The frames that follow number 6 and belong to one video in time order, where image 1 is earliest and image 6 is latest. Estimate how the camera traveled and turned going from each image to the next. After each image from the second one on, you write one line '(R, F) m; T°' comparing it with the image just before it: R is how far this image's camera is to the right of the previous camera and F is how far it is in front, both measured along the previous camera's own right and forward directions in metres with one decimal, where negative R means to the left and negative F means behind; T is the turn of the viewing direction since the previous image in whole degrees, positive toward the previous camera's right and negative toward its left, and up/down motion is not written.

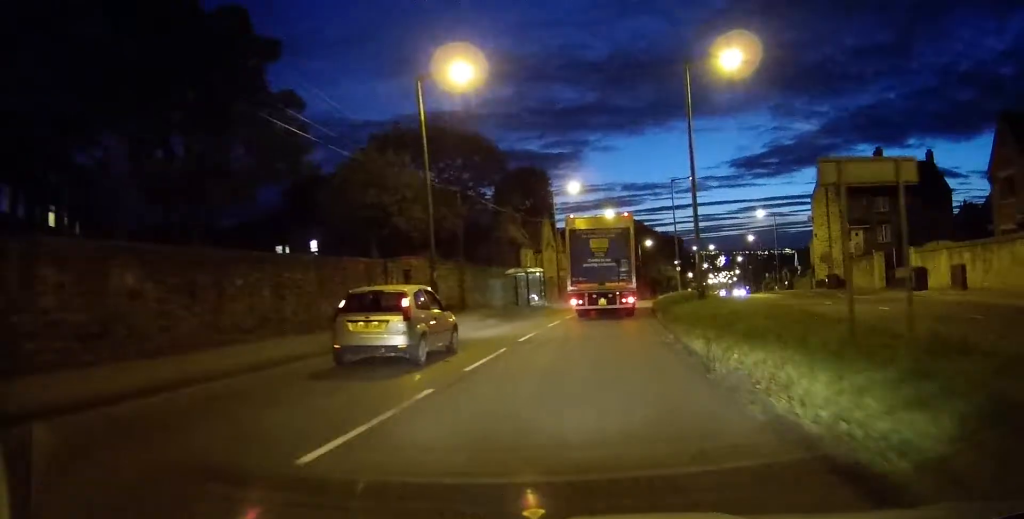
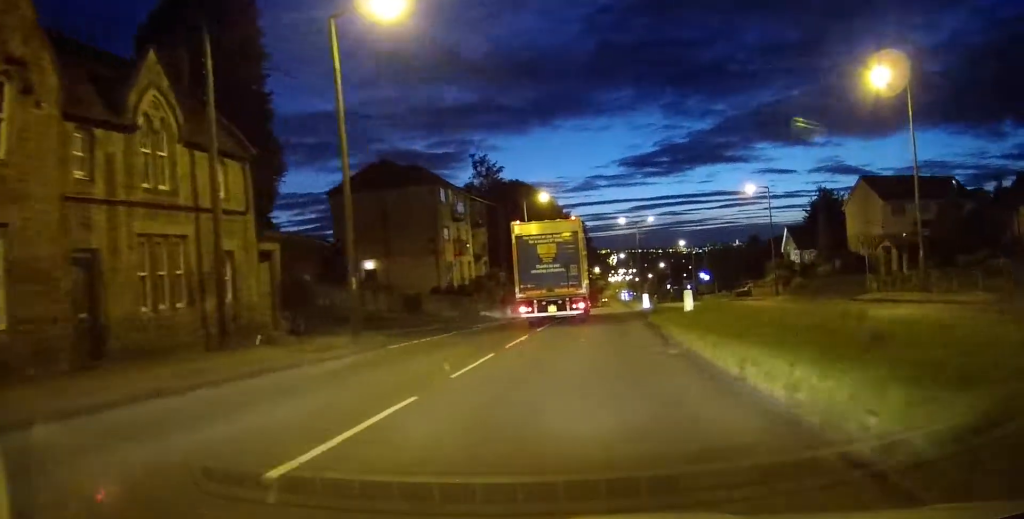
(+4.9, +54.4) m; +9°
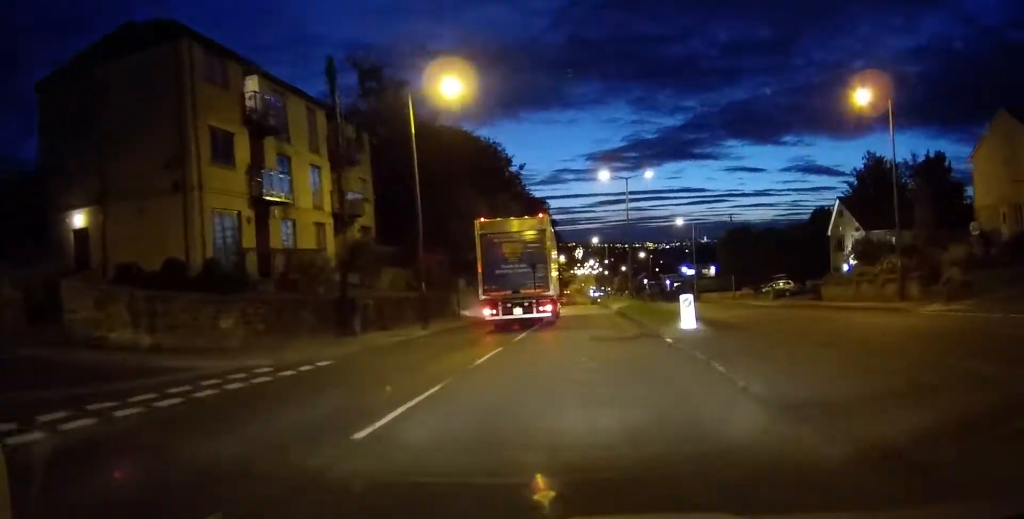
(+0.9, +28.0) m; +2°
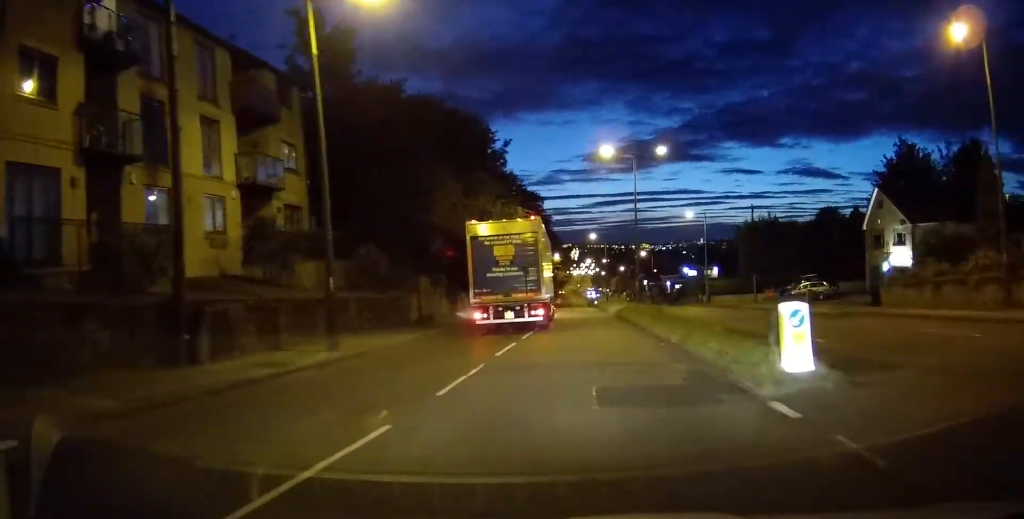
(0.0, +9.4) m; +1°
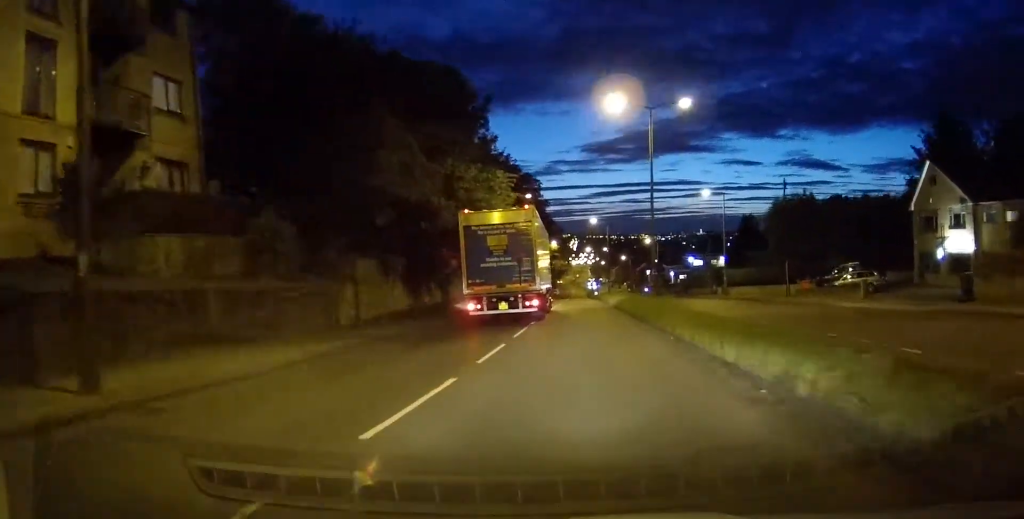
(-0.1, +8.8) m; +1°
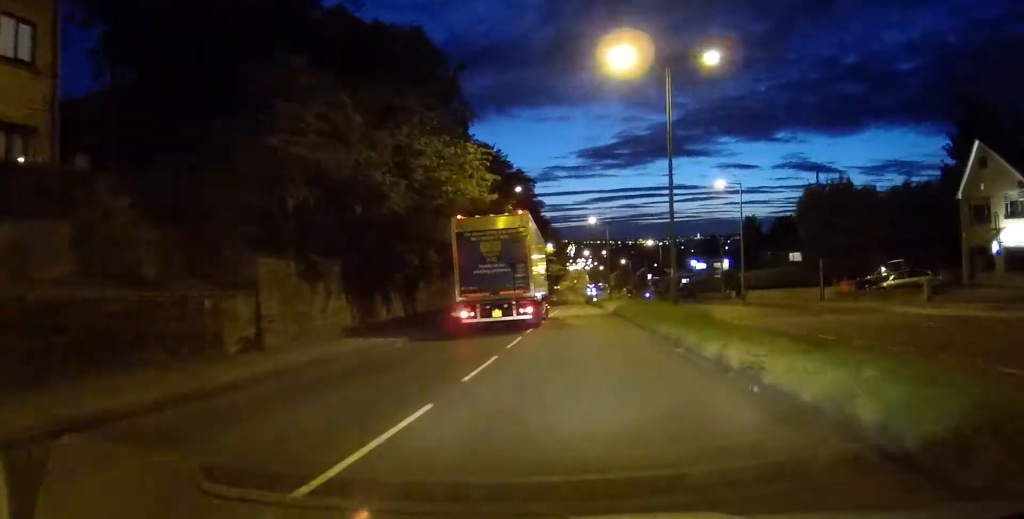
(+0.1, +7.5) m; +1°
